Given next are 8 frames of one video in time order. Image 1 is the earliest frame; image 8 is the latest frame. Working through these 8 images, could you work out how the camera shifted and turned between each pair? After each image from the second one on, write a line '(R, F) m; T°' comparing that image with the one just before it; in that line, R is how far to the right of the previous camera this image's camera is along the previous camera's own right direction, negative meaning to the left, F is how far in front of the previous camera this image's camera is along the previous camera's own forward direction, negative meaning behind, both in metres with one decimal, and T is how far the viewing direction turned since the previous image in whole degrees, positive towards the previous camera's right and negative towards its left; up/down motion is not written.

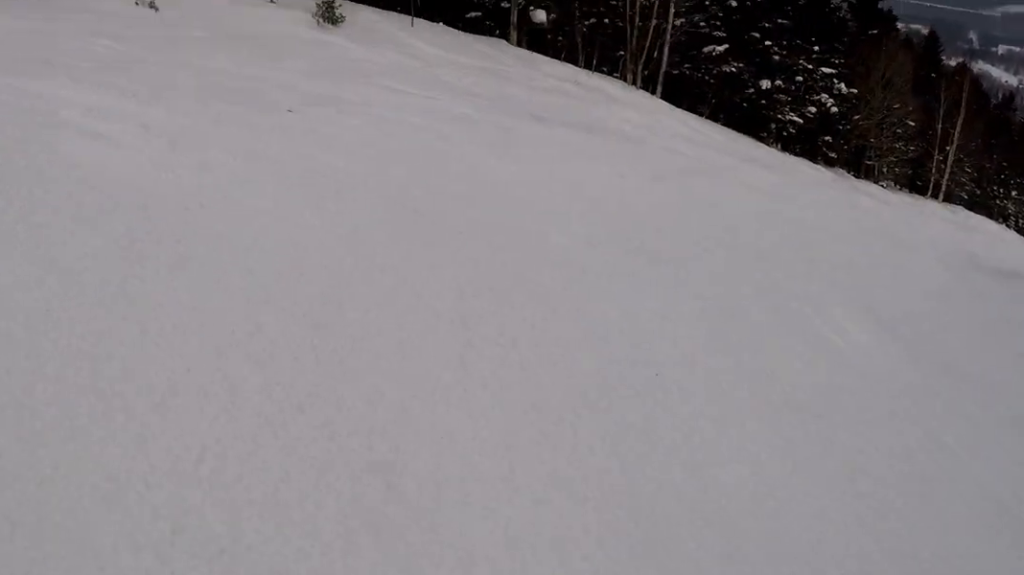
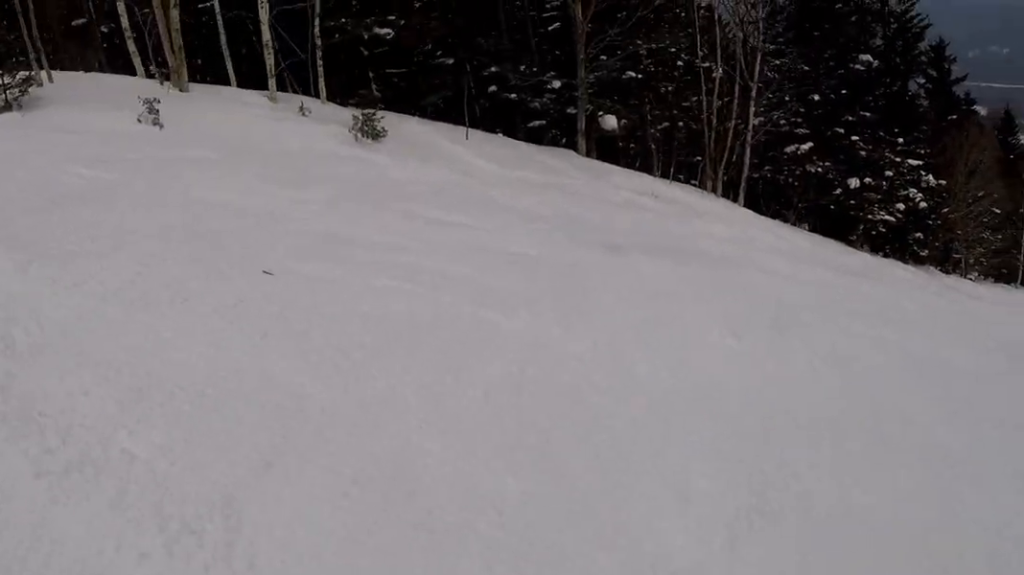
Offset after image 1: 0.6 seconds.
(0.0, +3.1) m; +1°
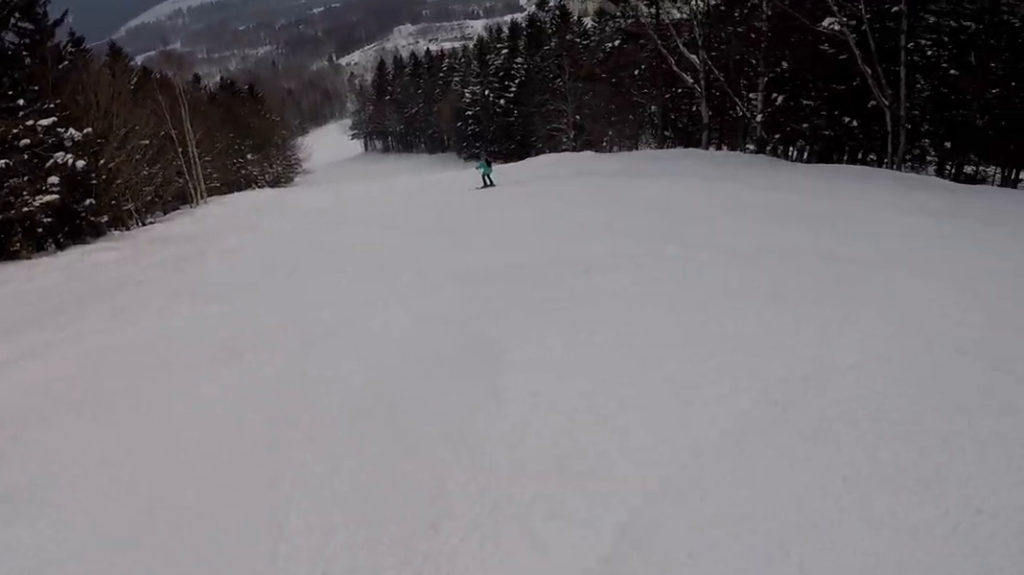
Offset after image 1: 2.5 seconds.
(+2.0, +9.4) m; +37°
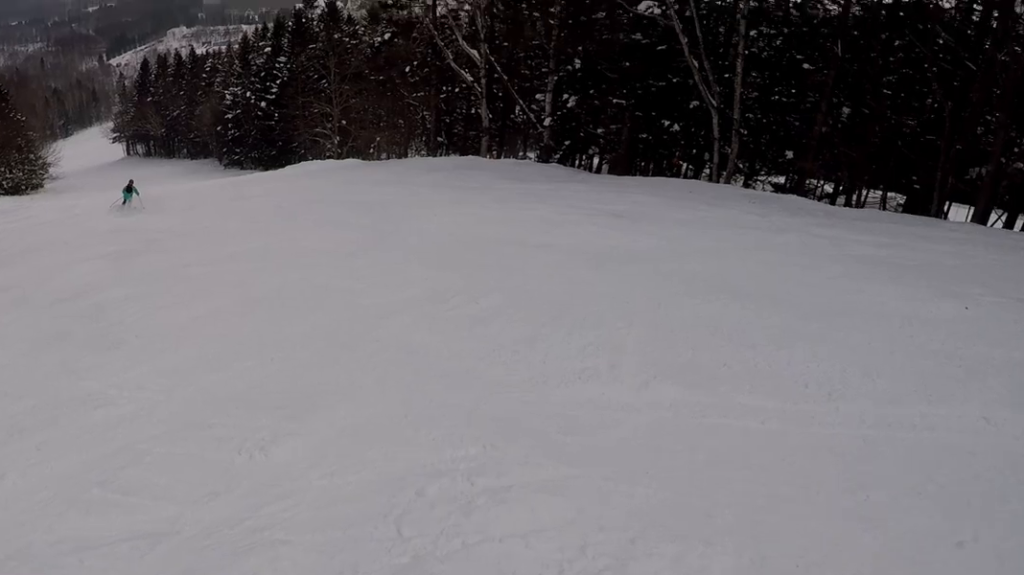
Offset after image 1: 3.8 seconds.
(+2.2, +5.7) m; +24°
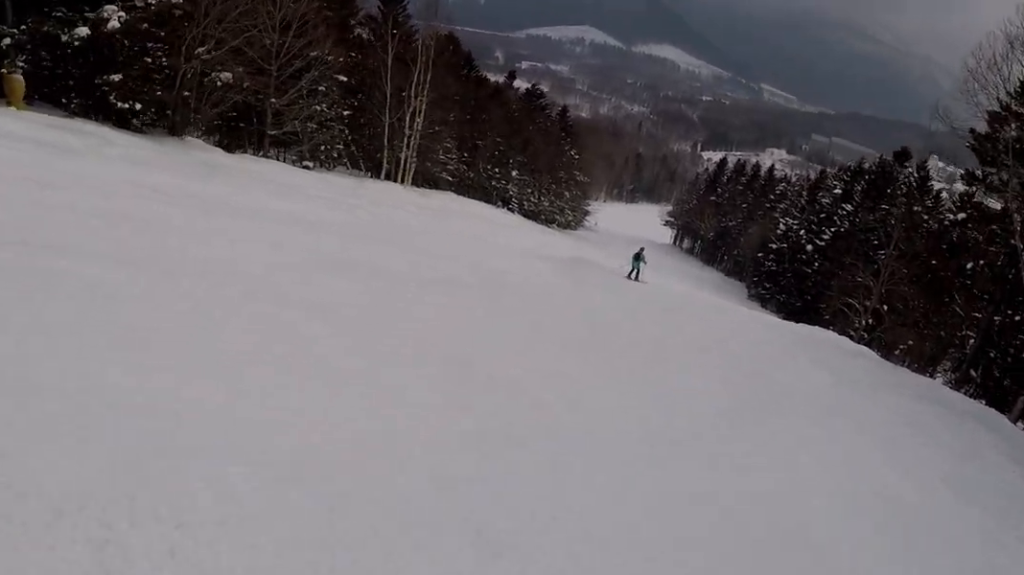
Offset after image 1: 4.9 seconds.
(-0.1, +5.5) m; -21°
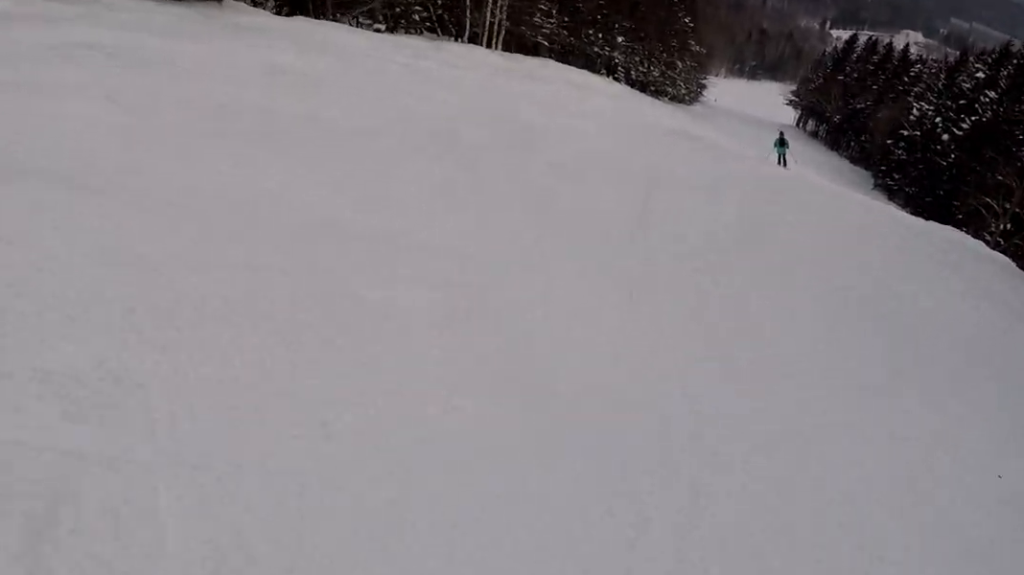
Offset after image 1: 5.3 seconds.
(-0.1, +2.3) m; -14°
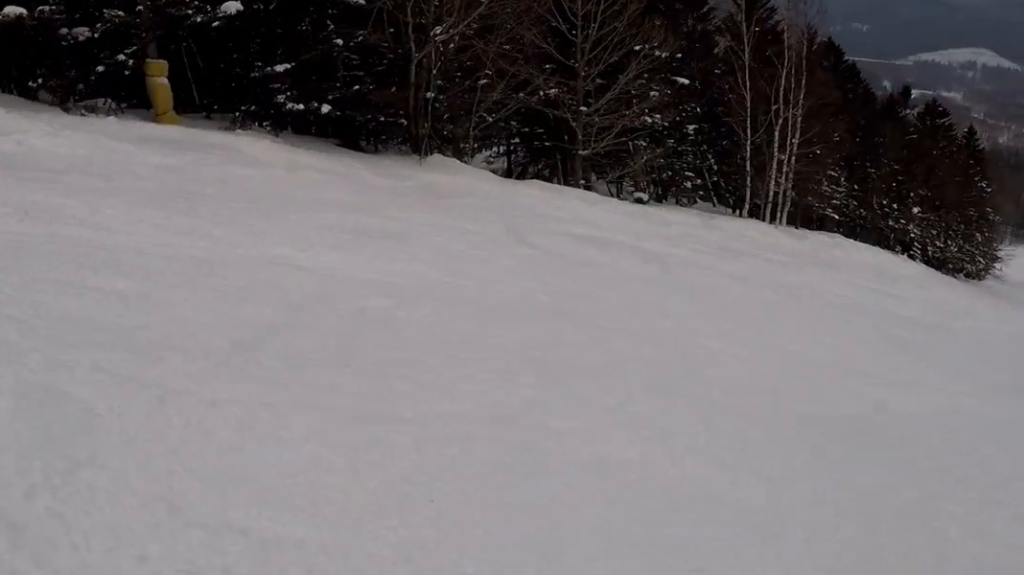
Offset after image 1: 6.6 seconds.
(-1.9, +6.4) m; -11°
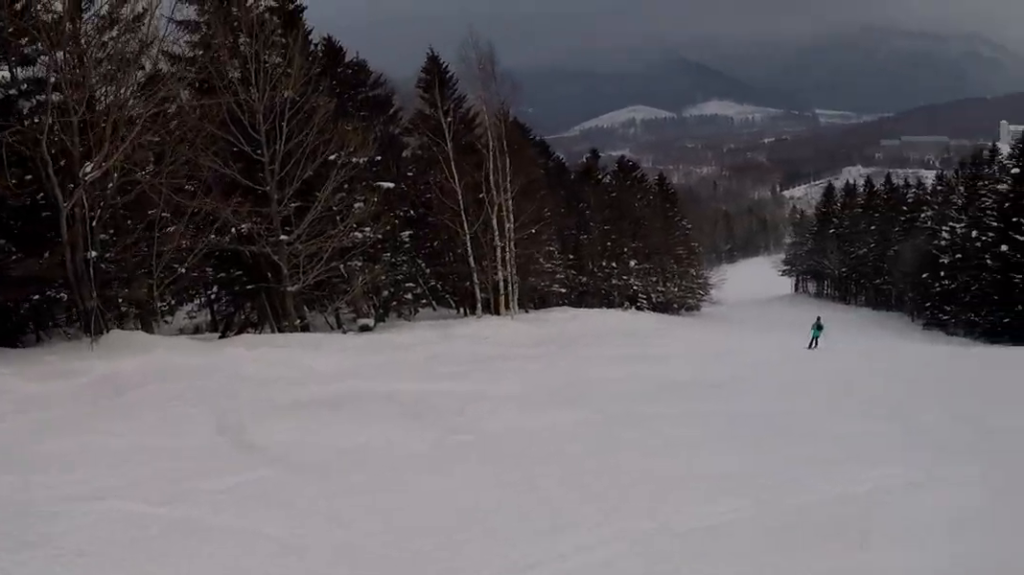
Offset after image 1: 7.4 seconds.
(+0.1, +3.7) m; +10°
